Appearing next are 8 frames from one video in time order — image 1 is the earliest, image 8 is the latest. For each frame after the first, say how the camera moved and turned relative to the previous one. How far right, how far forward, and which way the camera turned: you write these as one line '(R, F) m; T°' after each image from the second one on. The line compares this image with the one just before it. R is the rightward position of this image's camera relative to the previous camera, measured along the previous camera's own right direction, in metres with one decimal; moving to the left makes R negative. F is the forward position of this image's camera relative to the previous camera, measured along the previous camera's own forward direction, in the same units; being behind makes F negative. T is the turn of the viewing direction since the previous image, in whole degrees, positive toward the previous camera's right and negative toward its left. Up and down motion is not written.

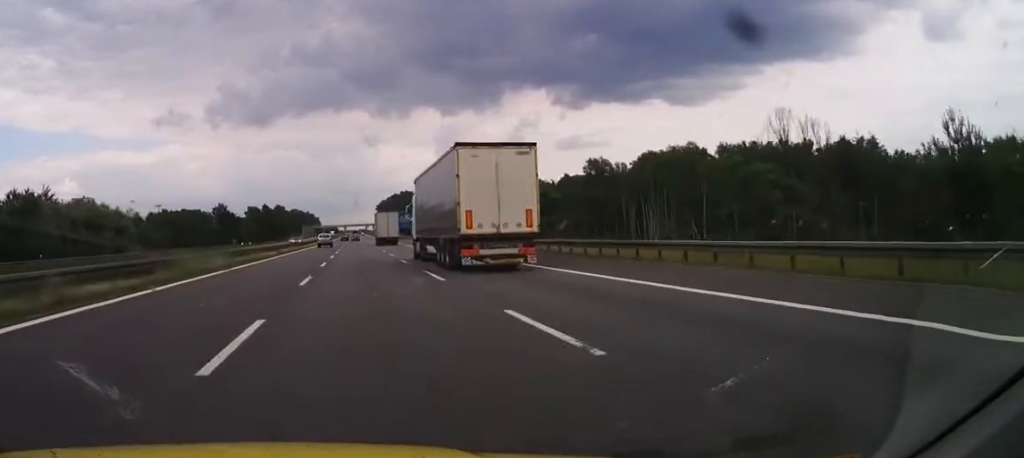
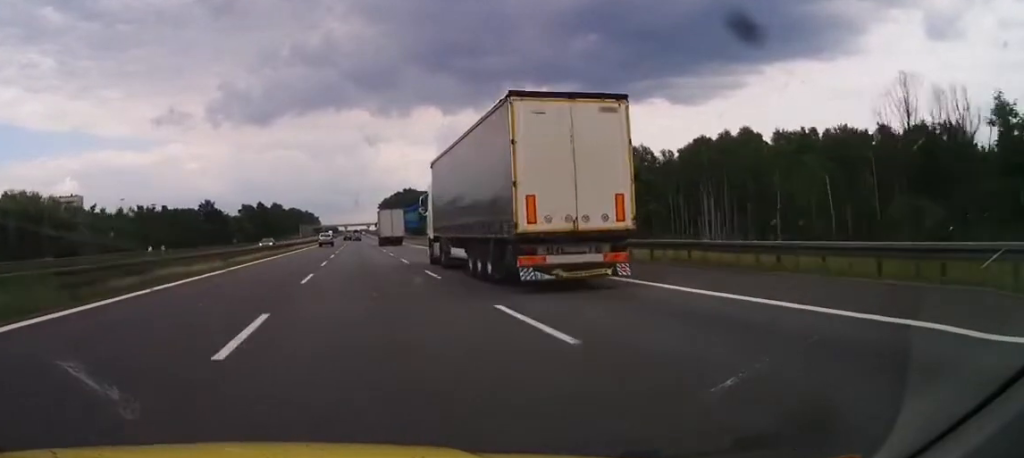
(0.0, +23.5) m; +1°
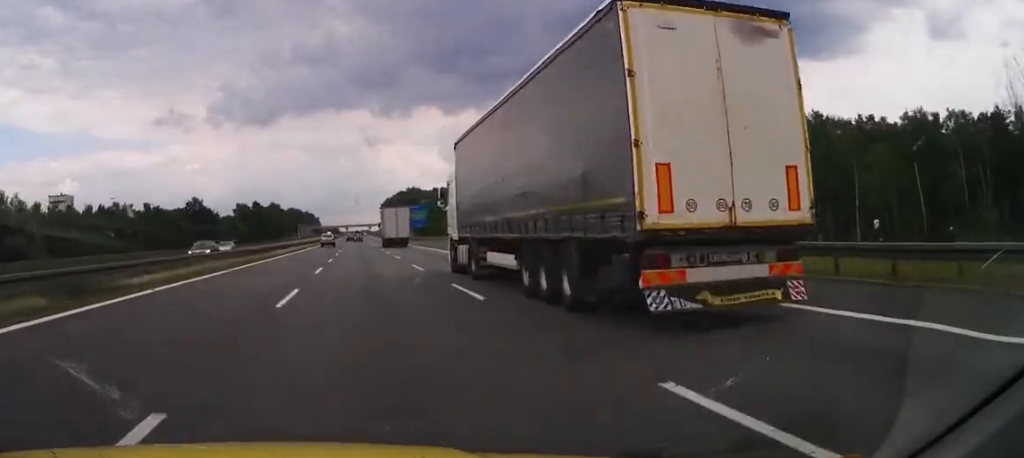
(0.0, +18.5) m; 0°
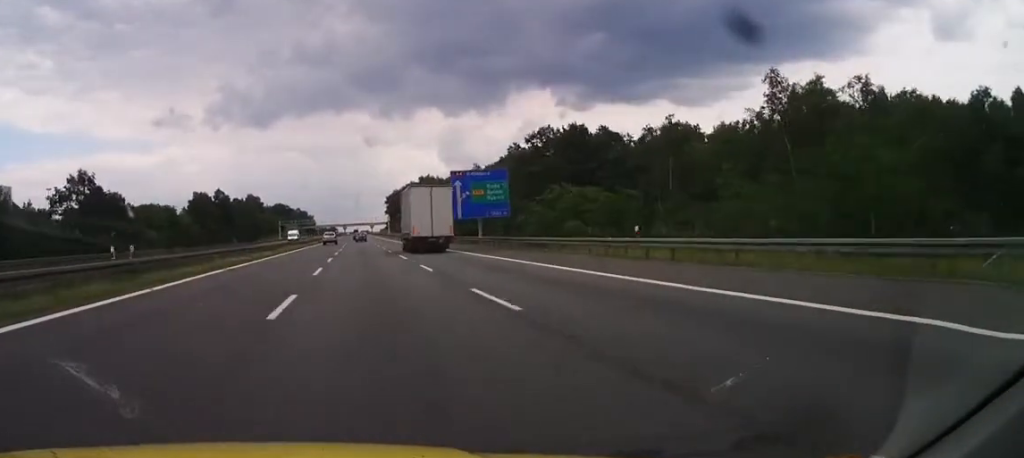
(+0.5, +85.7) m; 0°
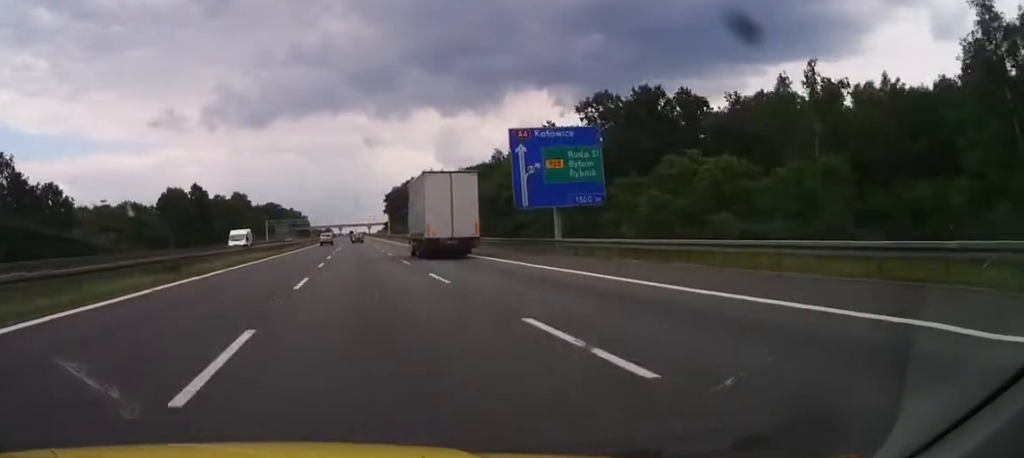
(-0.1, +29.4) m; 0°
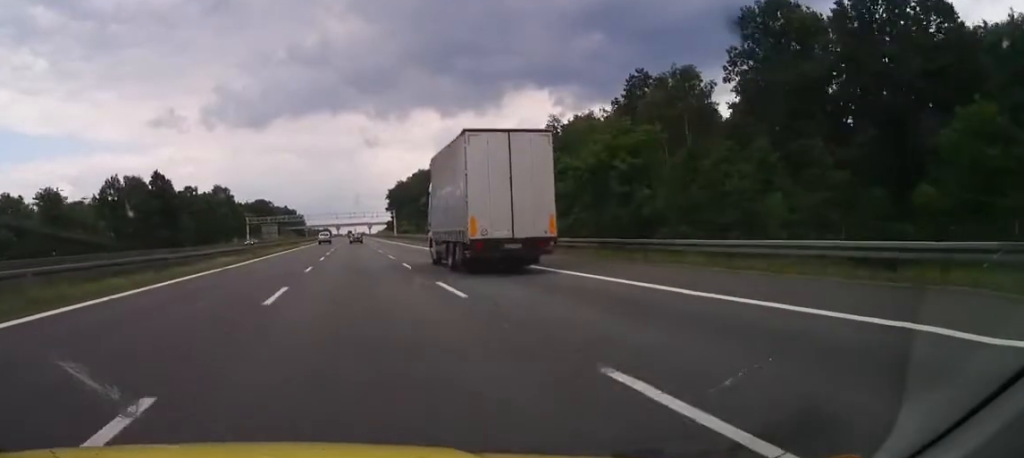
(+0.2, +40.4) m; 0°
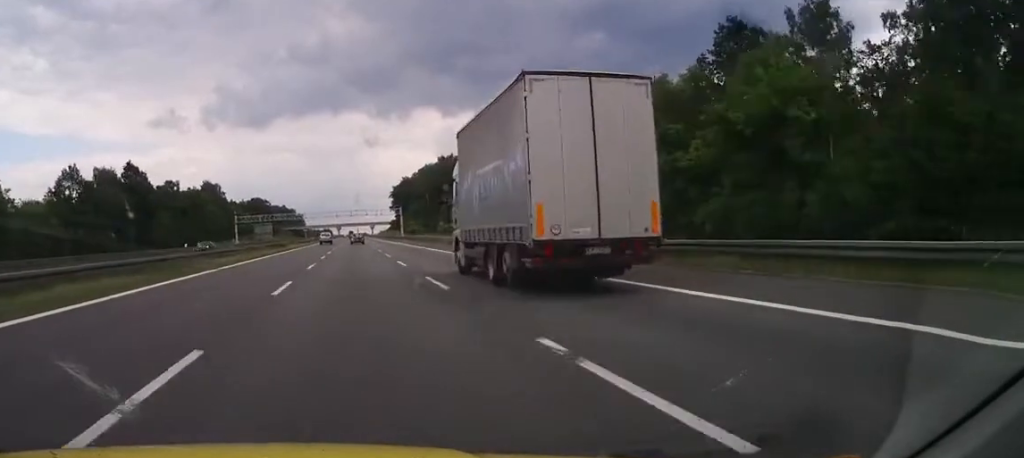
(-0.4, +22.0) m; 0°
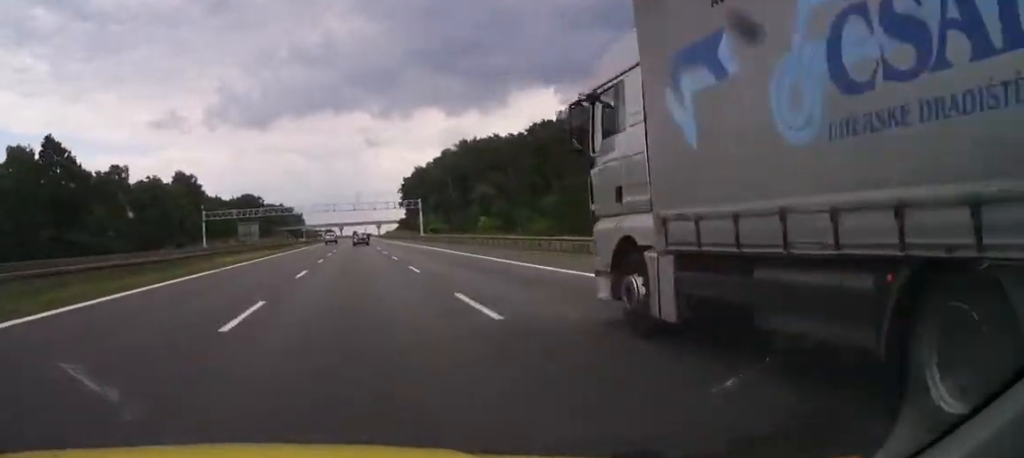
(+0.5, +42.5) m; 0°
